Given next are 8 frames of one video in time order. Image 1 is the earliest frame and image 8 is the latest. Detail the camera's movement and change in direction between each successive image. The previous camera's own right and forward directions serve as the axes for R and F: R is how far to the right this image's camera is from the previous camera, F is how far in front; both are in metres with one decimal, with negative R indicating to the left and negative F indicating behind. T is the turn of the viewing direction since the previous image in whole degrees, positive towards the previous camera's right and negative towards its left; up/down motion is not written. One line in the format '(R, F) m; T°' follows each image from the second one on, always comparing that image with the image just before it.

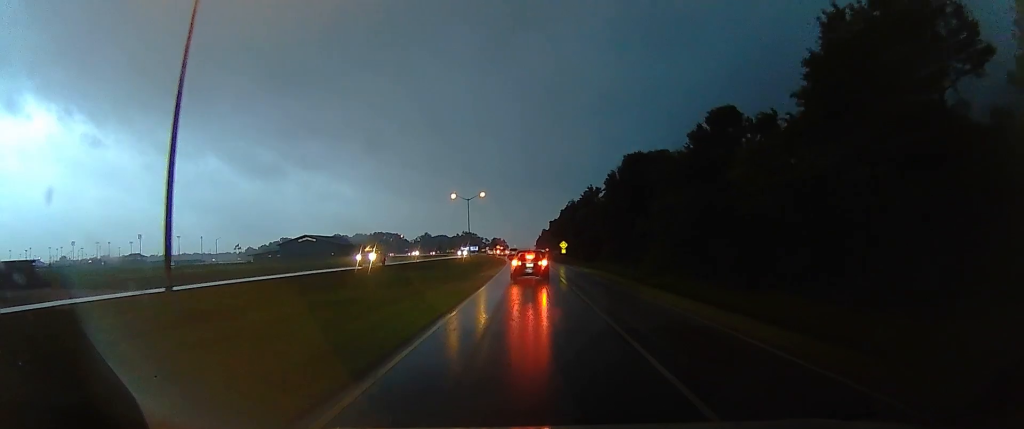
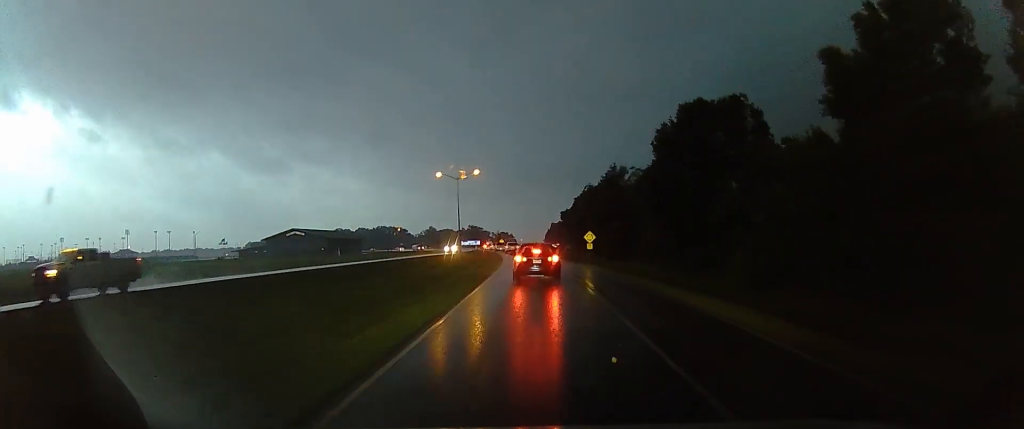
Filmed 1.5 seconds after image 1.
(0.0, +24.6) m; 0°
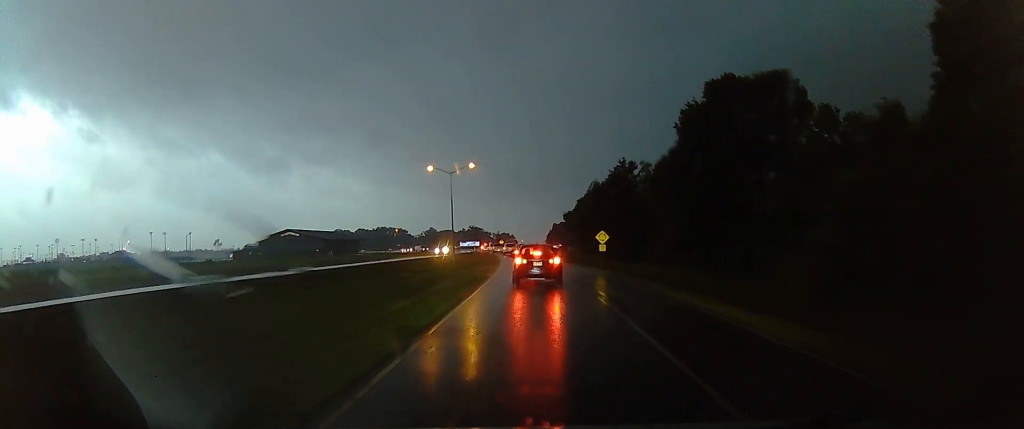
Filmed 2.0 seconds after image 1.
(0.0, +8.4) m; 0°
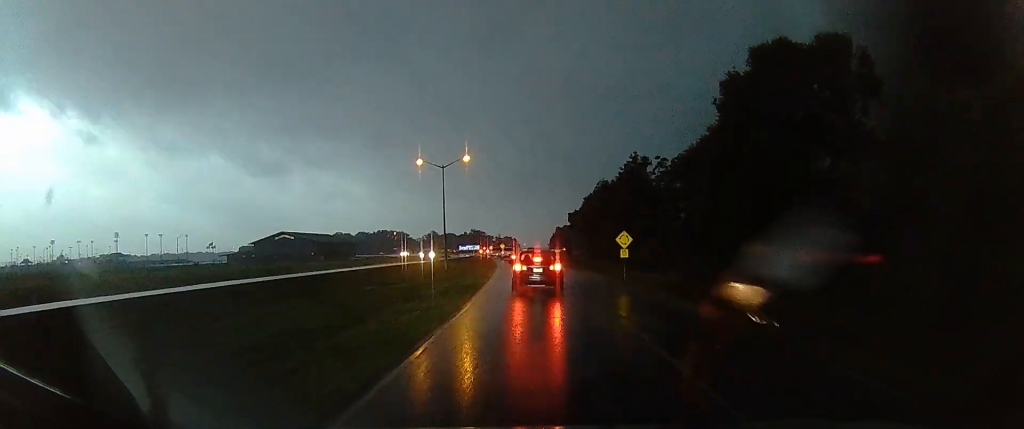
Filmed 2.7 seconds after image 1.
(0.0, +9.5) m; 0°
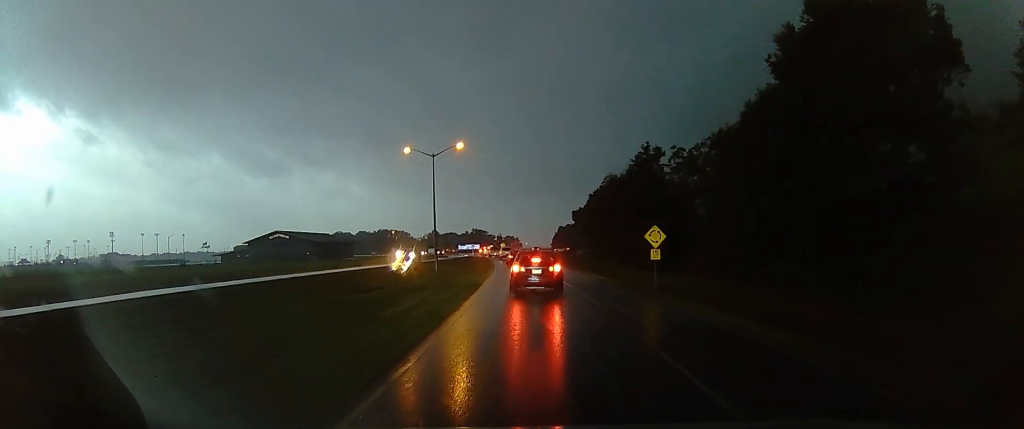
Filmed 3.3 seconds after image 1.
(0.0, +8.2) m; -1°
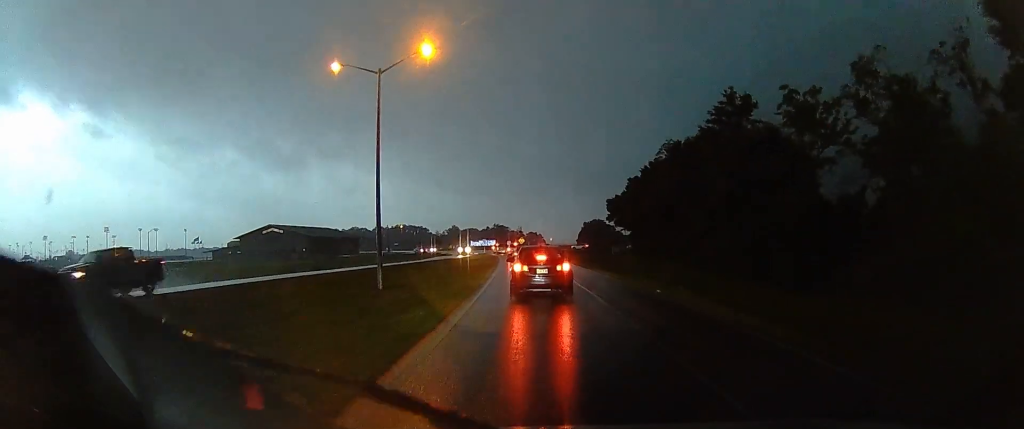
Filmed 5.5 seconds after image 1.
(-2.2, +27.2) m; -3°
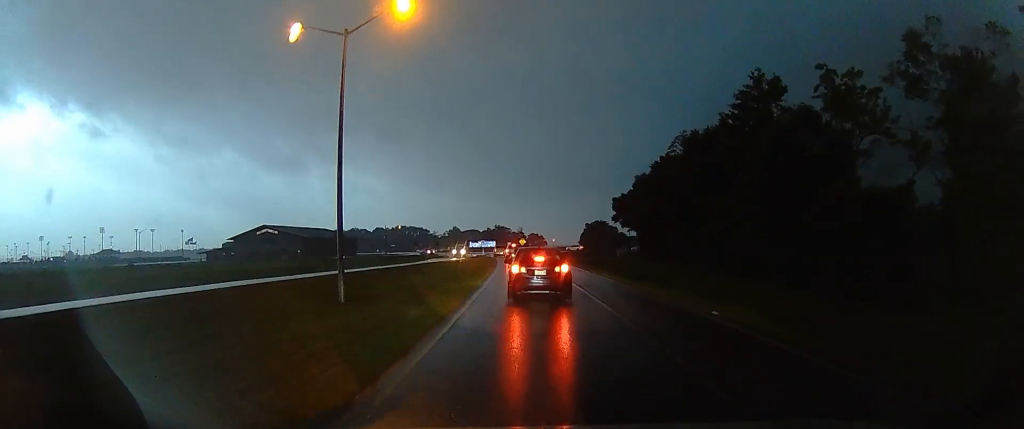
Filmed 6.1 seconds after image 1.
(+0.4, +6.4) m; +4°
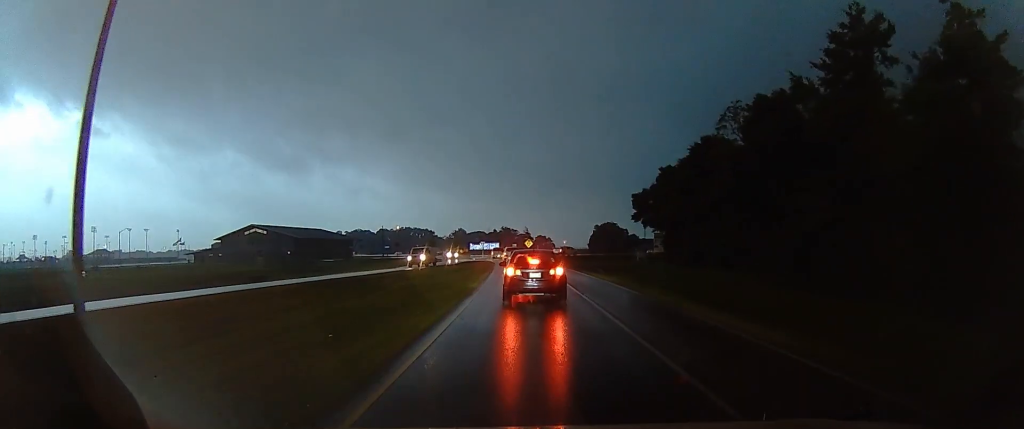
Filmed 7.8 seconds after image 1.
(+0.1, +15.7) m; -5°
